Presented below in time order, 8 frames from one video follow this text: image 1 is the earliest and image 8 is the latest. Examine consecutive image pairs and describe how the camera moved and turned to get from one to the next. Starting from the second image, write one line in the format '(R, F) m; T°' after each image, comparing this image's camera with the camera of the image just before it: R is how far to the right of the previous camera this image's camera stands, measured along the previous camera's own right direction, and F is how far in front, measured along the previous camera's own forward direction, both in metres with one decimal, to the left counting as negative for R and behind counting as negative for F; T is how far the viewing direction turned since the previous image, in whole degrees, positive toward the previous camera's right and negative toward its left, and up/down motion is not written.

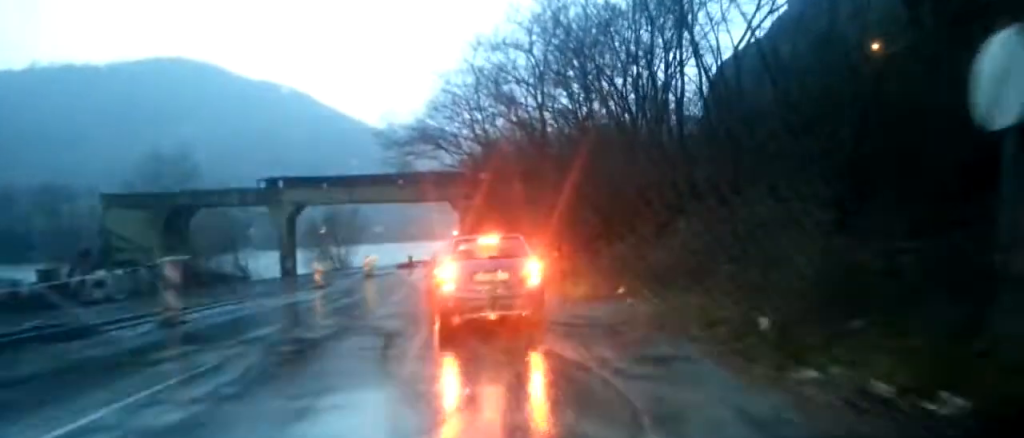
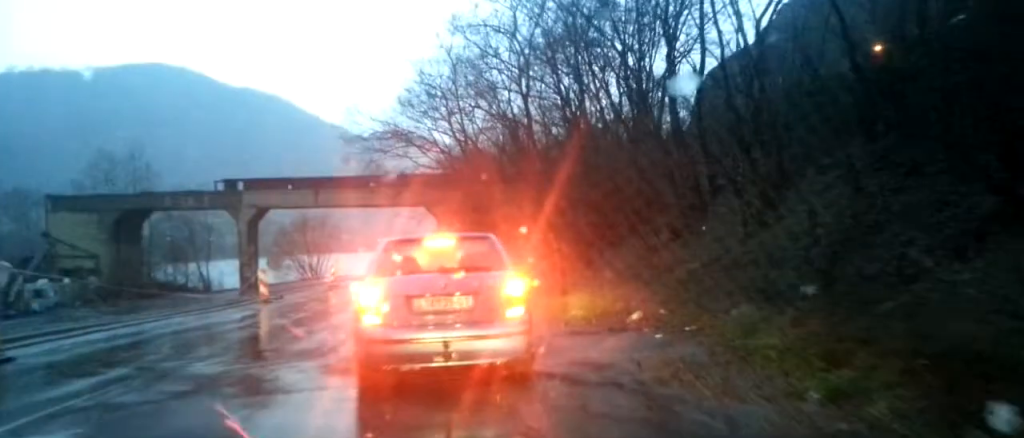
(-0.1, +5.3) m; -2°
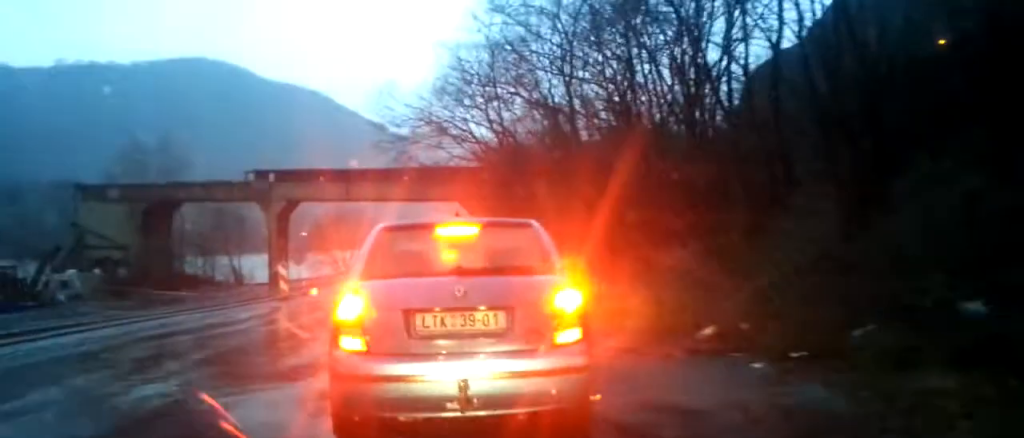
(-0.1, +3.5) m; +1°
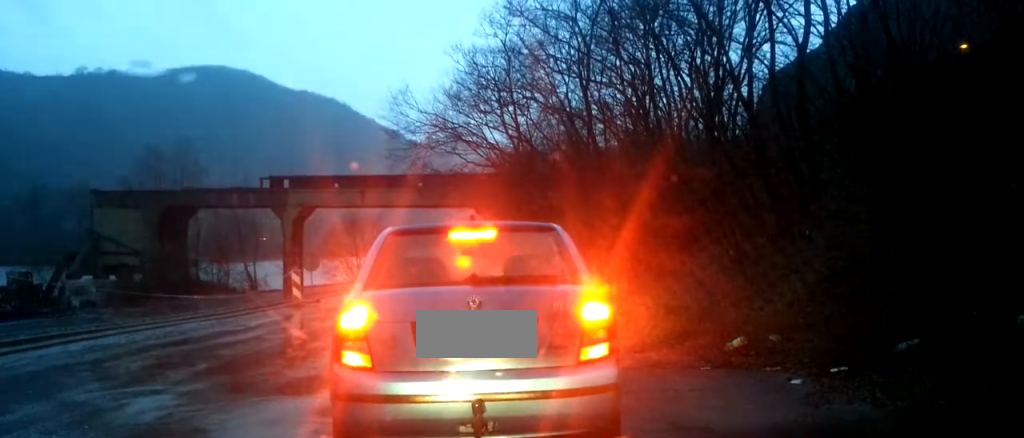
(+0.3, +2.3) m; 0°
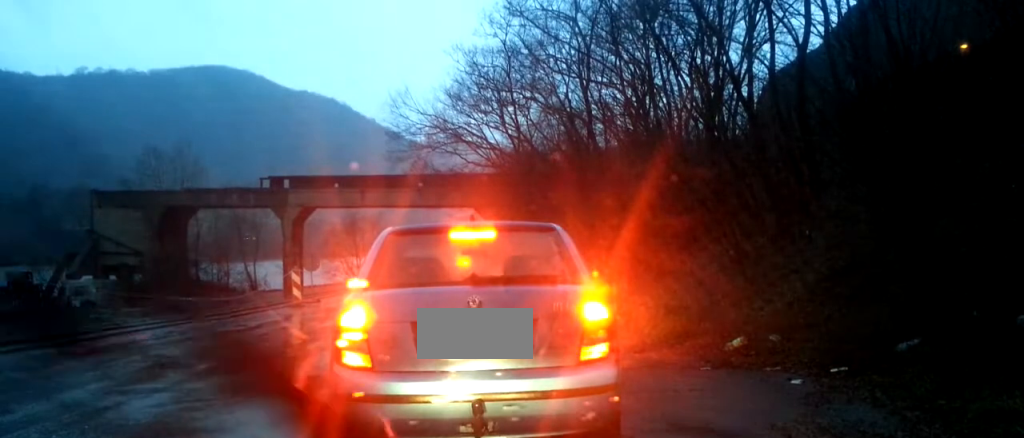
(0.0, 0.0) m; 0°
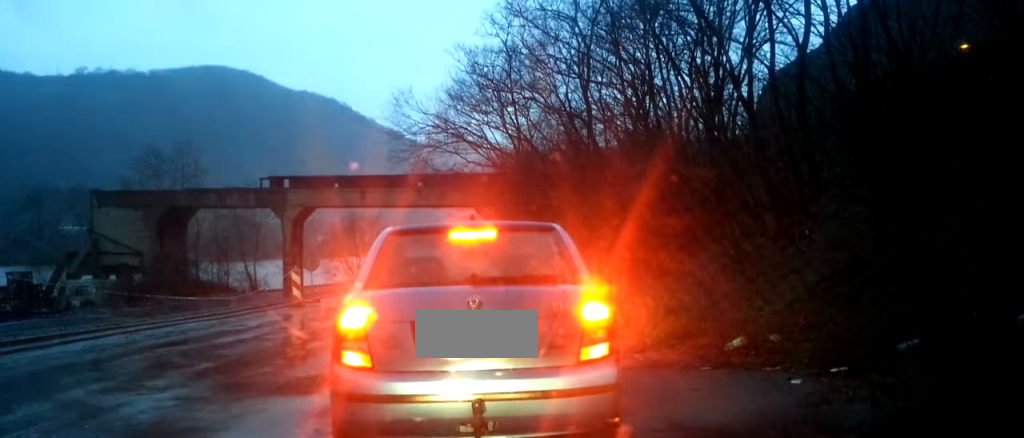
(0.0, 0.0) m; 0°
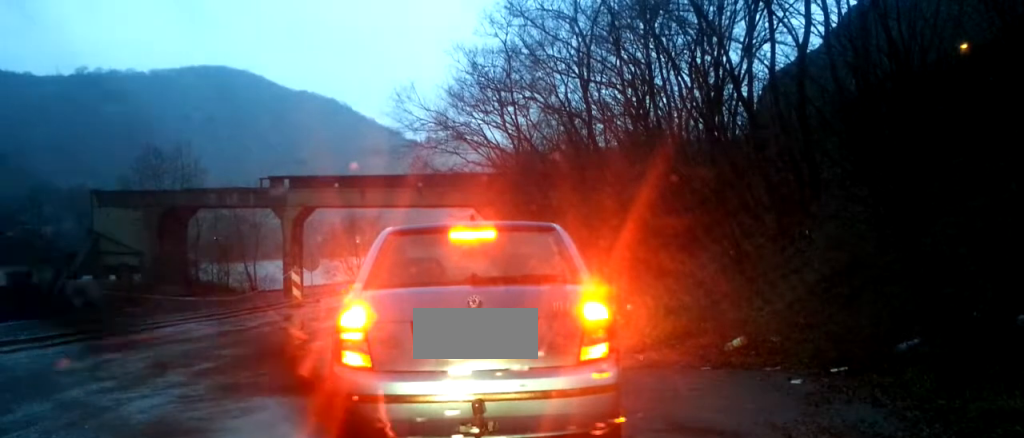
(0.0, 0.0) m; 0°
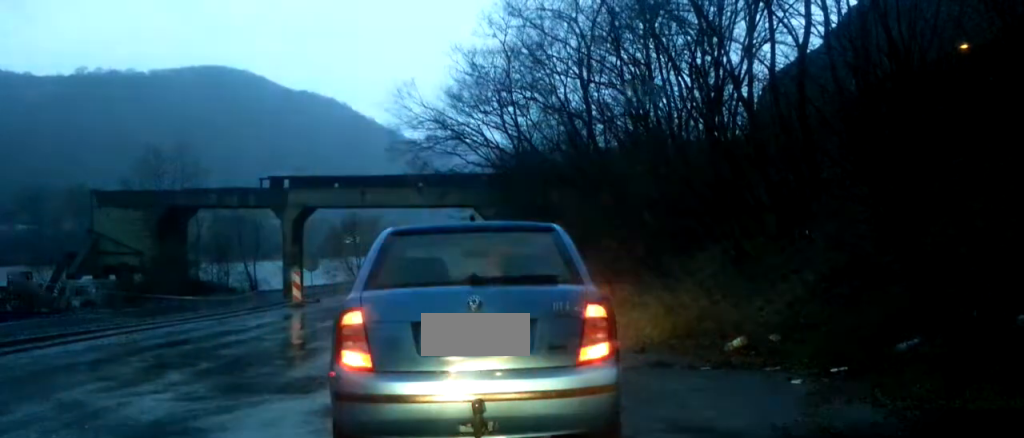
(0.0, 0.0) m; 0°
